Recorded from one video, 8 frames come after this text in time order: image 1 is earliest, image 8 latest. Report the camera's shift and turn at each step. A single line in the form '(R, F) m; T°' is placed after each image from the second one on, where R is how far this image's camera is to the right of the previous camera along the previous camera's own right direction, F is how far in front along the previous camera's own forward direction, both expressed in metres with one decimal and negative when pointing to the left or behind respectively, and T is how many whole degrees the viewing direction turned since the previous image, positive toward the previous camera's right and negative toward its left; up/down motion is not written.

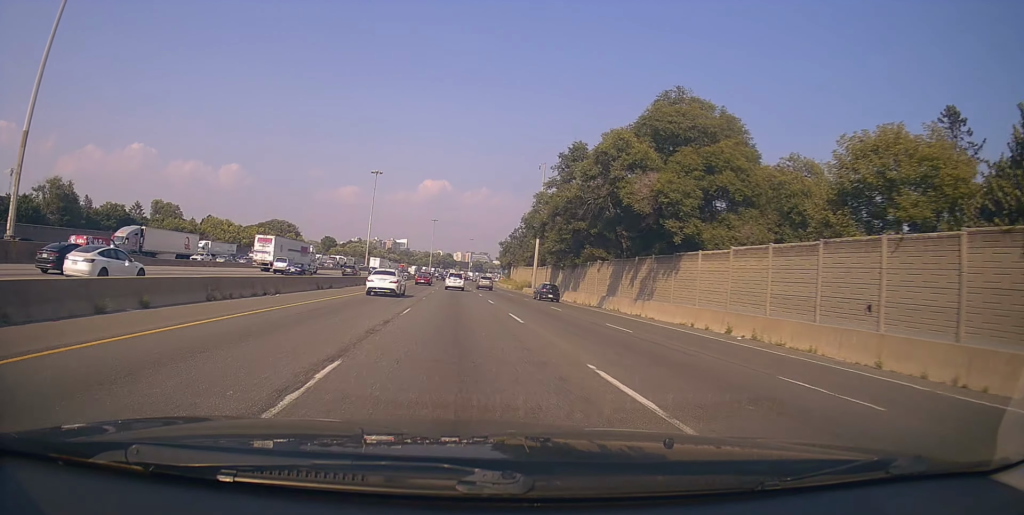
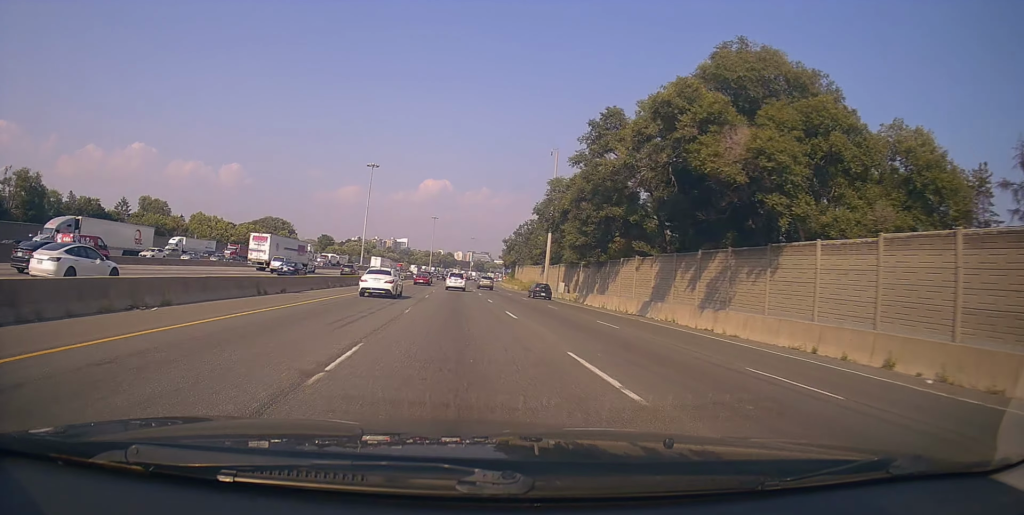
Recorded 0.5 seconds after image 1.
(+0.3, +11.1) m; 0°
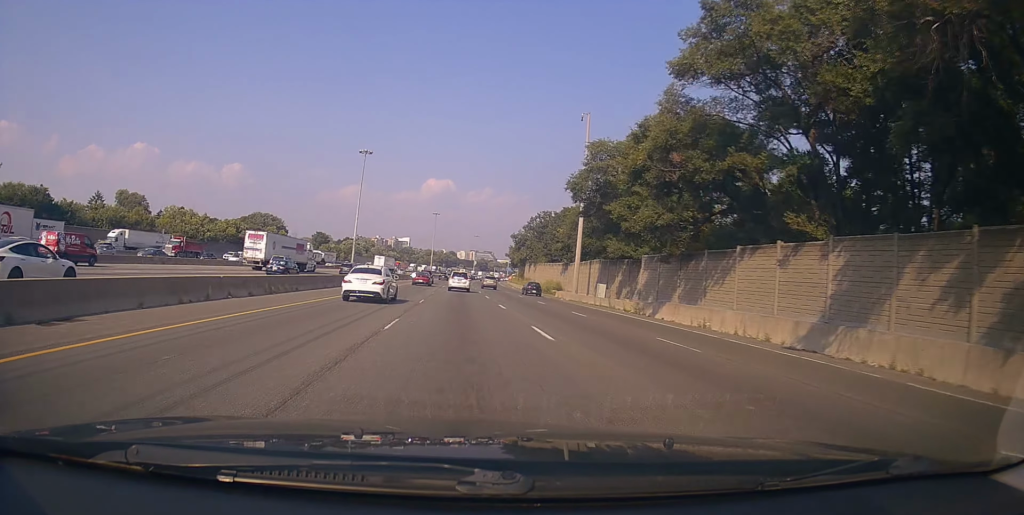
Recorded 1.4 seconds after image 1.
(+0.1, +19.4) m; 0°
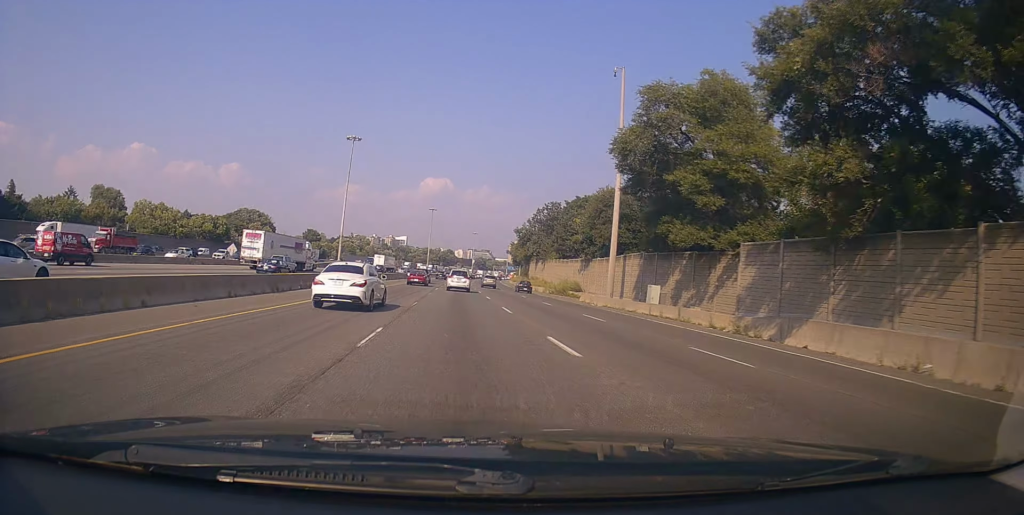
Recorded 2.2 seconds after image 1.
(-0.3, +15.5) m; 0°
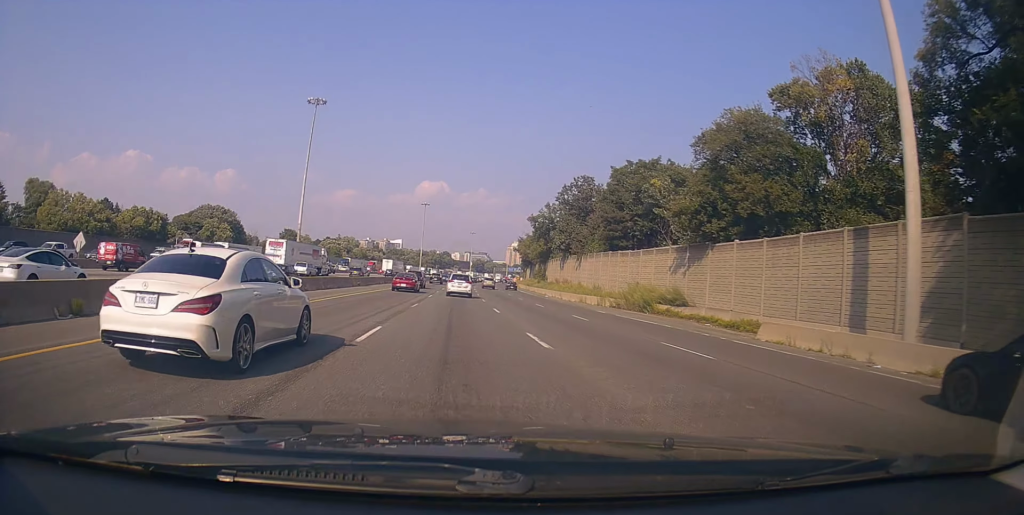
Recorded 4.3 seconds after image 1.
(+0.6, +36.1) m; -1°
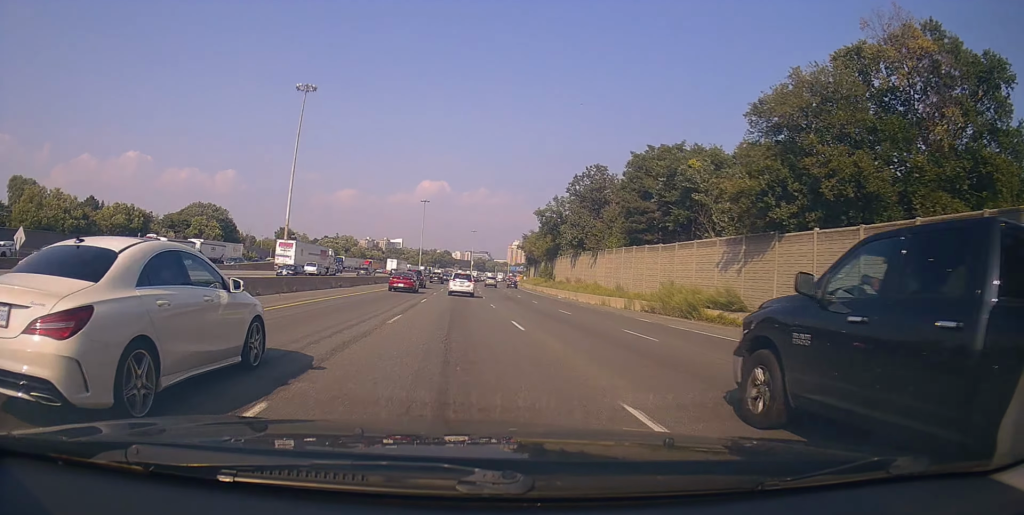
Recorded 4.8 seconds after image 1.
(-0.2, +8.2) m; 0°
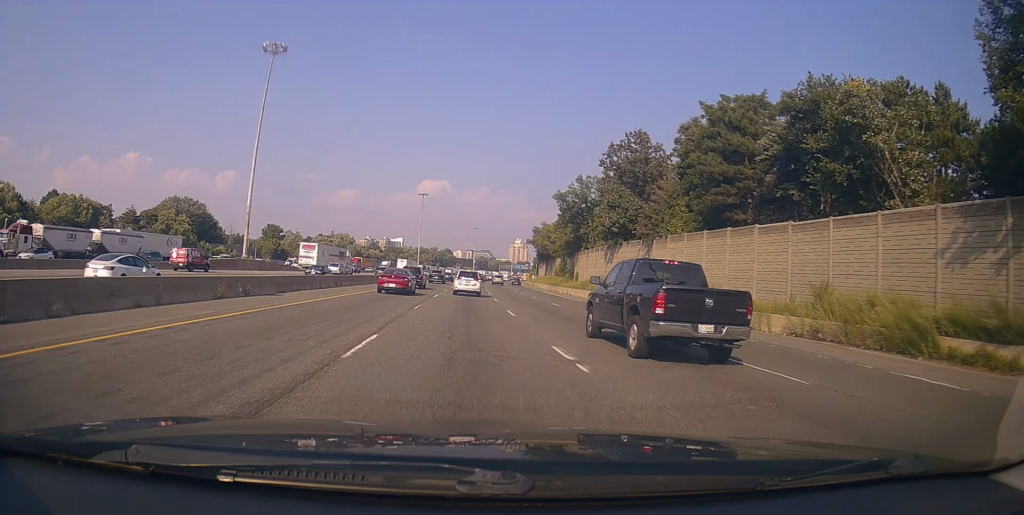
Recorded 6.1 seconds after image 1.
(+0.2, +19.1) m; +1°
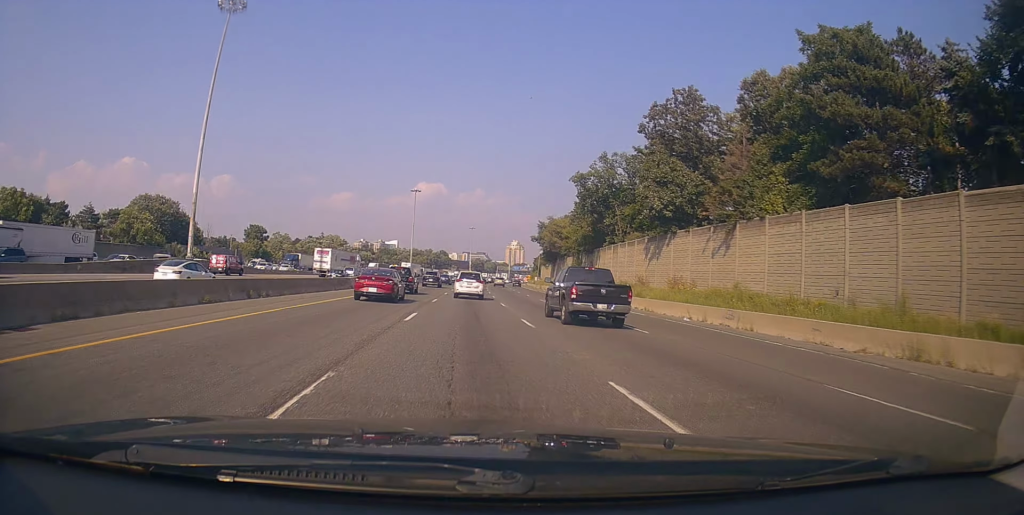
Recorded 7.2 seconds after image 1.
(+0.1, +16.2) m; 0°
